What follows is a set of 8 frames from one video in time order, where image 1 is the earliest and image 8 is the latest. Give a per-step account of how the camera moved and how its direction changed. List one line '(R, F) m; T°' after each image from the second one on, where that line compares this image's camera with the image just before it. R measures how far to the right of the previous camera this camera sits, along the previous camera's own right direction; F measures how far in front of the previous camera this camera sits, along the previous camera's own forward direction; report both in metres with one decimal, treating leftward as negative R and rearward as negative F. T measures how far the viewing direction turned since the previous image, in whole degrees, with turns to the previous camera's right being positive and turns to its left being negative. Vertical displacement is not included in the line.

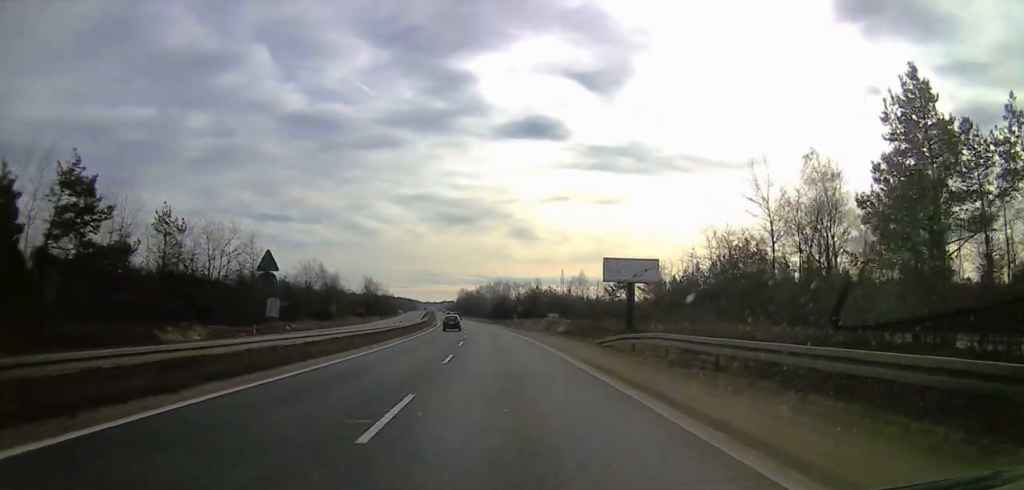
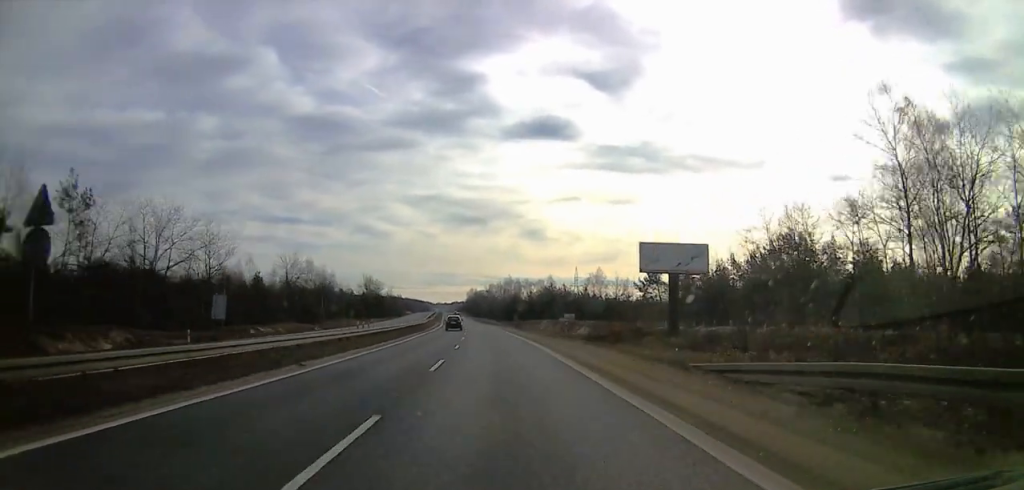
(0.0, +14.6) m; 0°
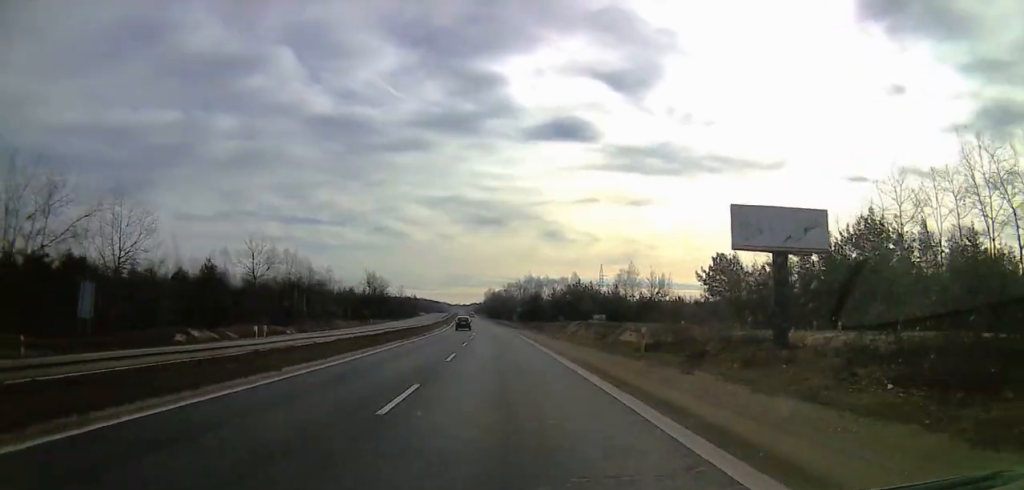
(0.0, +19.5) m; 0°
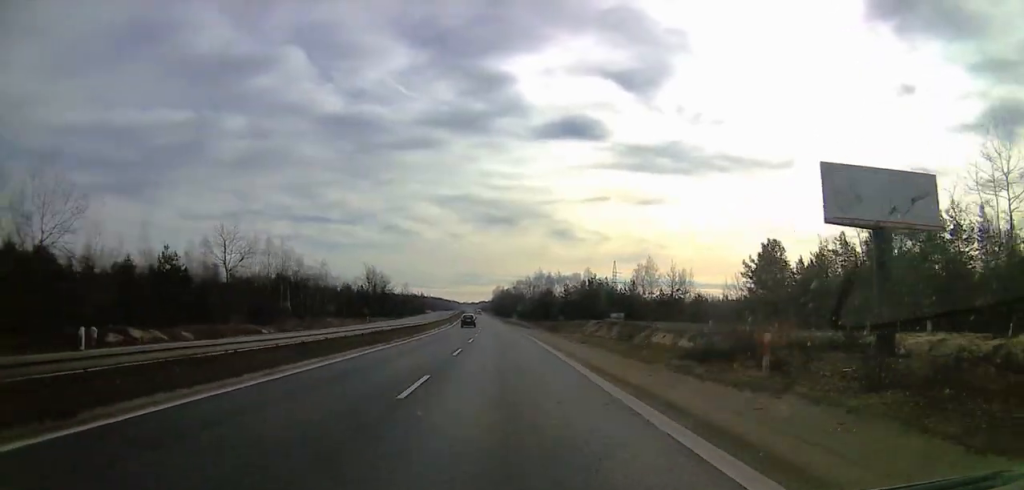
(0.0, +10.4) m; 0°
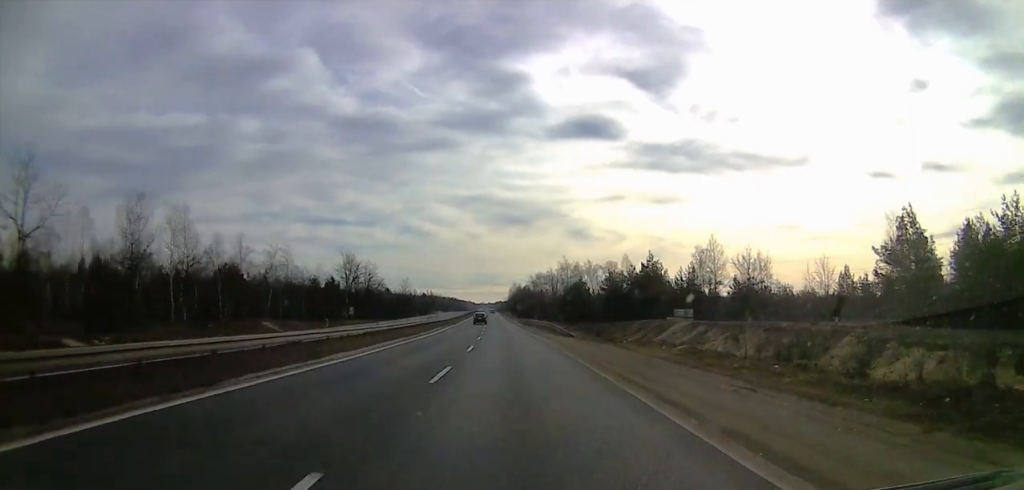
(0.0, +34.2) m; 0°
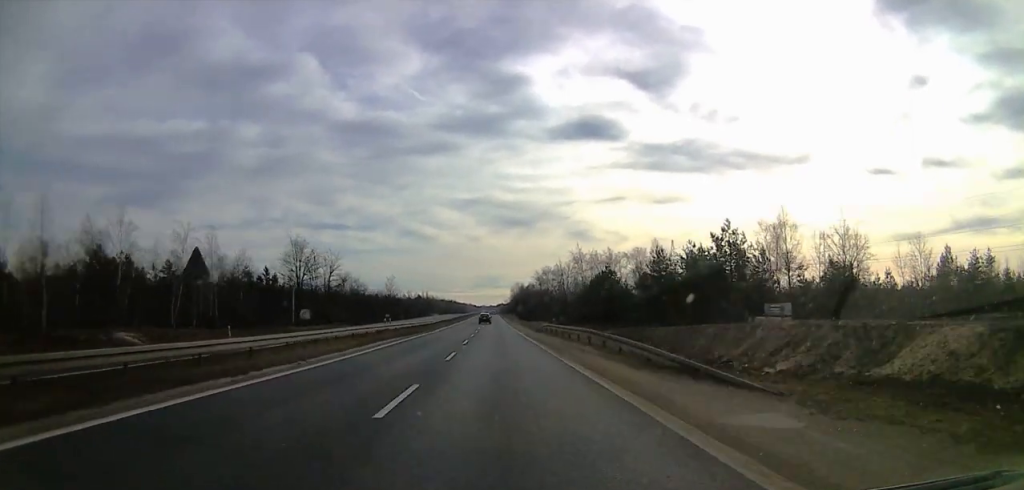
(0.0, +28.8) m; 0°
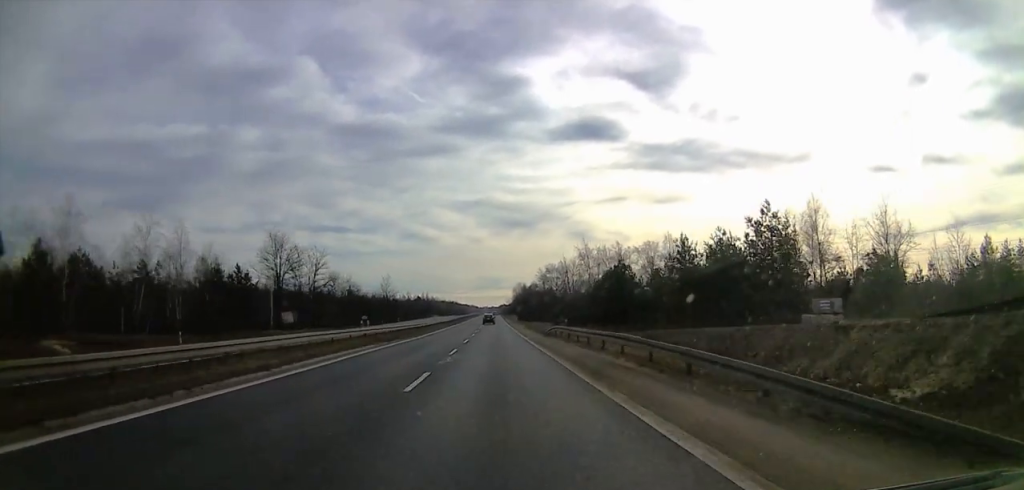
(0.0, +8.5) m; 0°
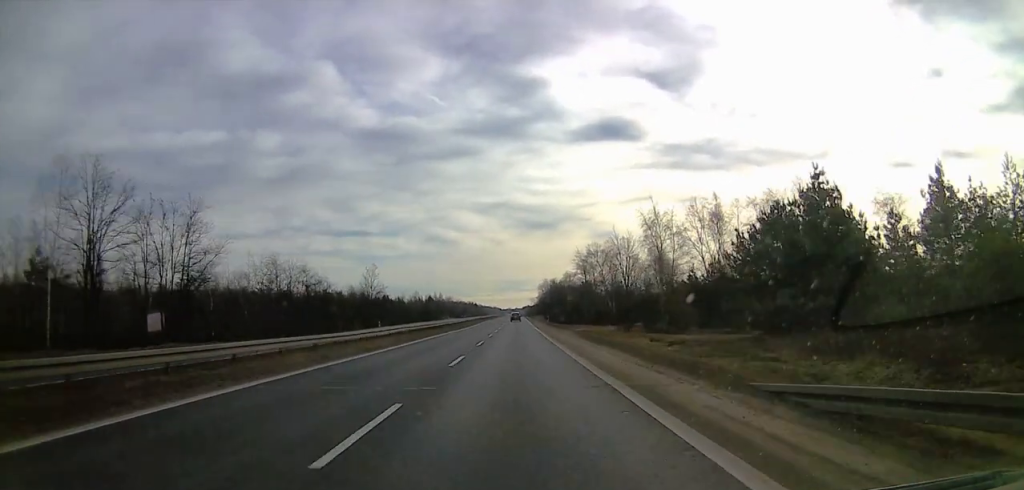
(-2.8, +43.1) m; -8°
